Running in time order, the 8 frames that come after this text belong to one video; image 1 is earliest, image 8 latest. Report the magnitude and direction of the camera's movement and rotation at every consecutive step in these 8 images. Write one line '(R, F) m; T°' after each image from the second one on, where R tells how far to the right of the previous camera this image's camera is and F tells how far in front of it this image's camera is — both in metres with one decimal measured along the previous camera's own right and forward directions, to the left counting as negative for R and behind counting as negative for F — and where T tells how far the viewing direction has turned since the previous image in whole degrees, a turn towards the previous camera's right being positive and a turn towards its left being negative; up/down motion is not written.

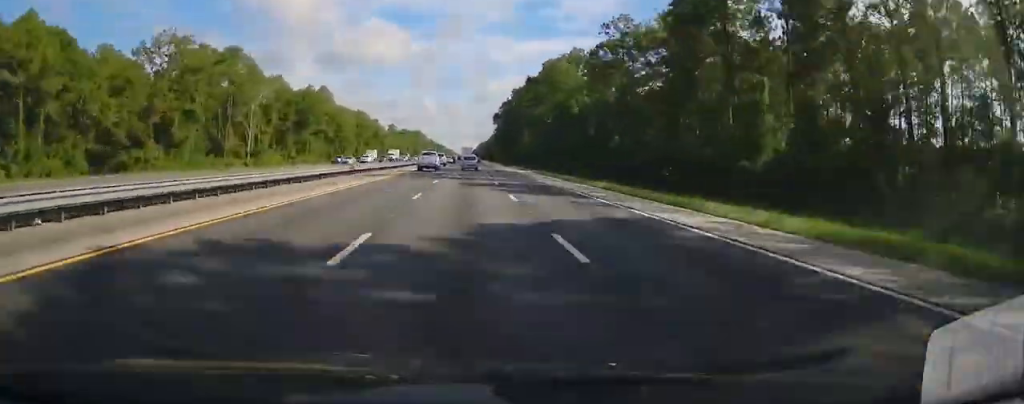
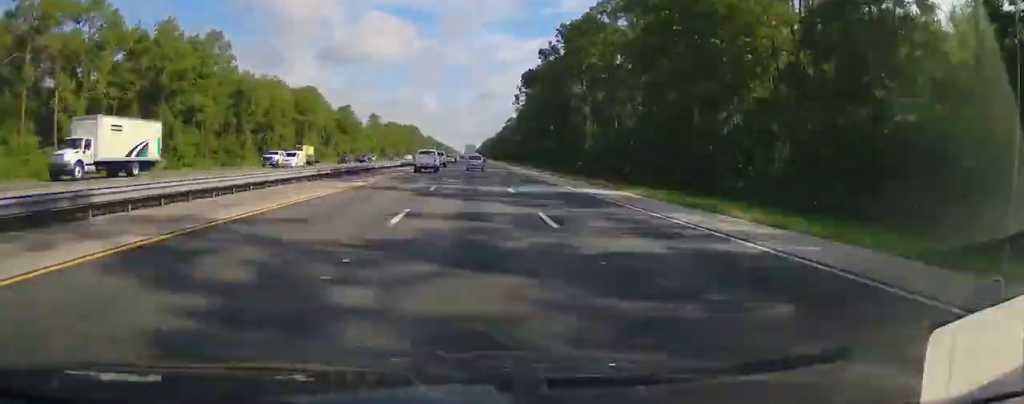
(+0.2, +80.9) m; 0°
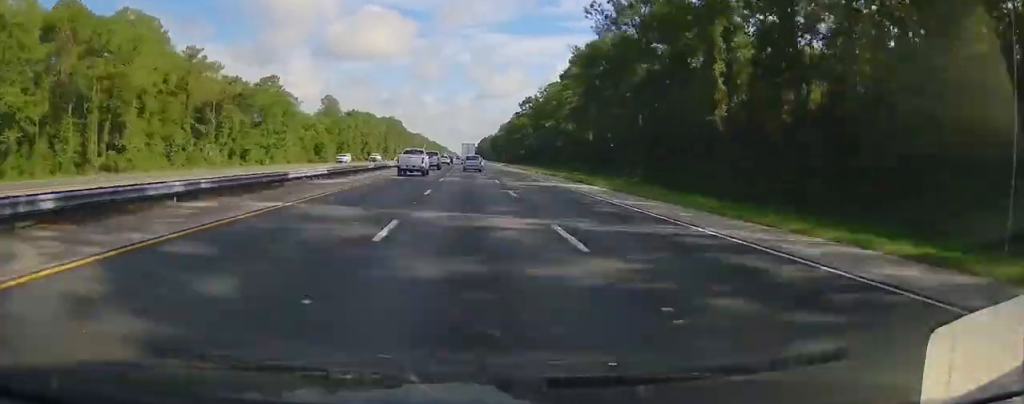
(+0.2, +88.1) m; 0°
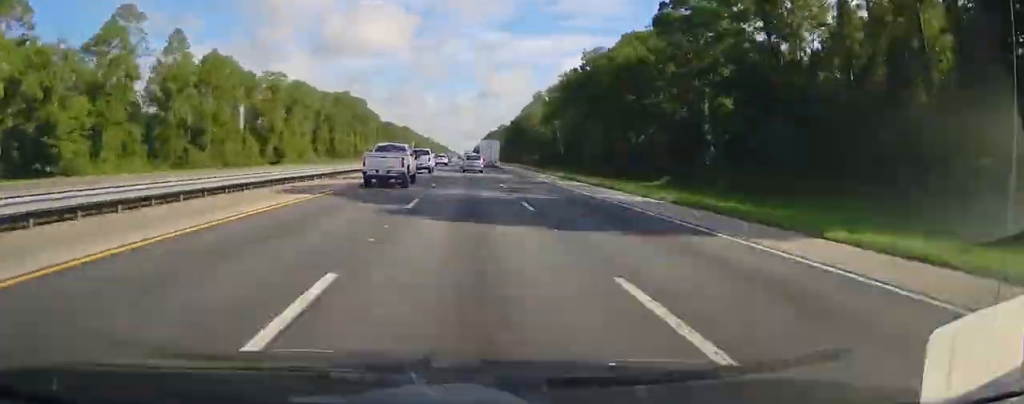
(-0.4, +136.8) m; 0°
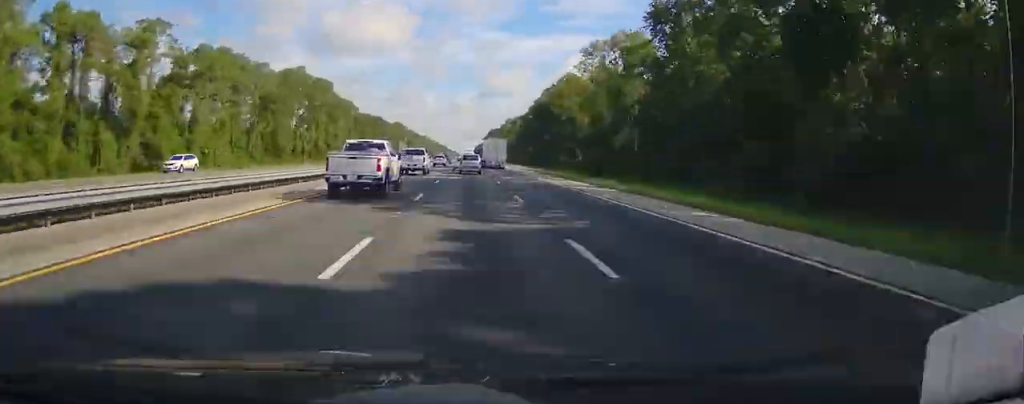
(-0.2, +60.8) m; 0°
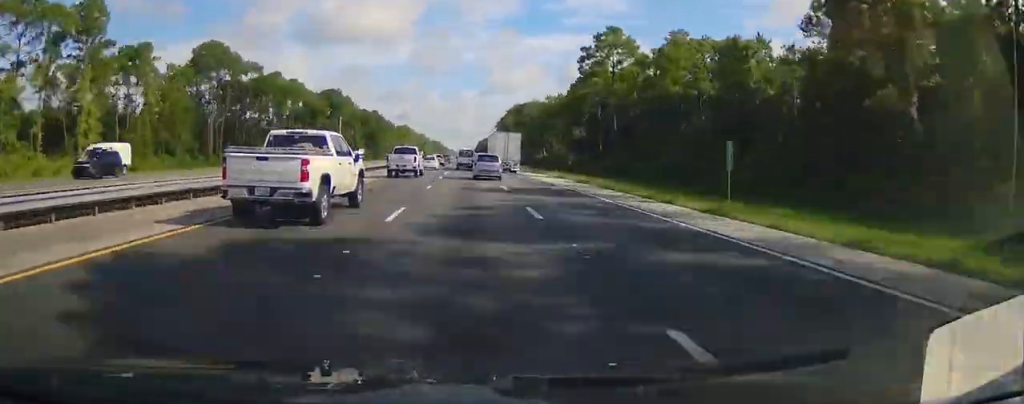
(-0.1, +174.5) m; 0°
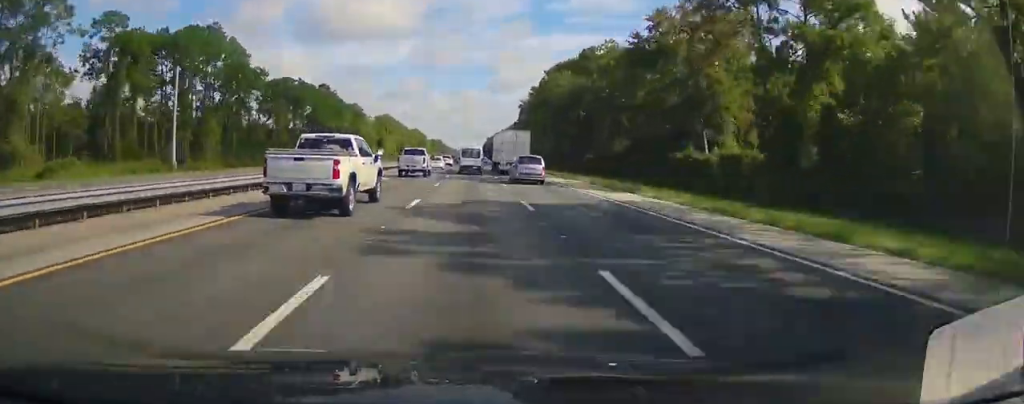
(-0.3, +107.7) m; 0°
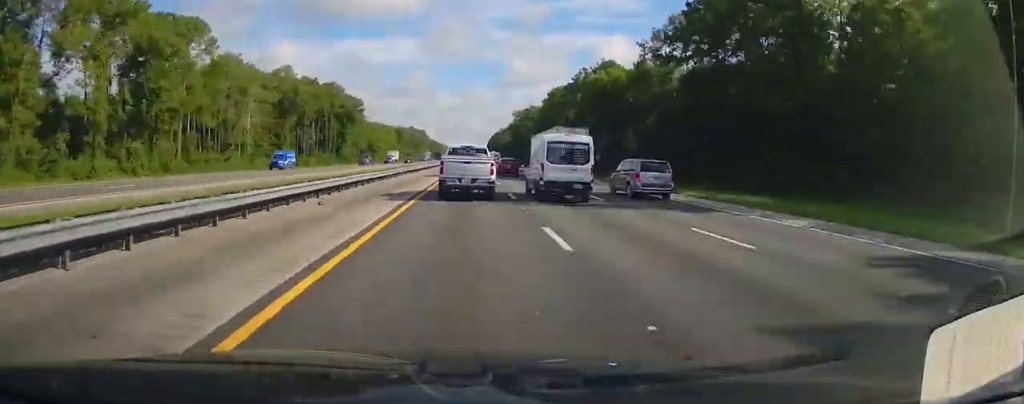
(+1.1, +282.2) m; +1°
